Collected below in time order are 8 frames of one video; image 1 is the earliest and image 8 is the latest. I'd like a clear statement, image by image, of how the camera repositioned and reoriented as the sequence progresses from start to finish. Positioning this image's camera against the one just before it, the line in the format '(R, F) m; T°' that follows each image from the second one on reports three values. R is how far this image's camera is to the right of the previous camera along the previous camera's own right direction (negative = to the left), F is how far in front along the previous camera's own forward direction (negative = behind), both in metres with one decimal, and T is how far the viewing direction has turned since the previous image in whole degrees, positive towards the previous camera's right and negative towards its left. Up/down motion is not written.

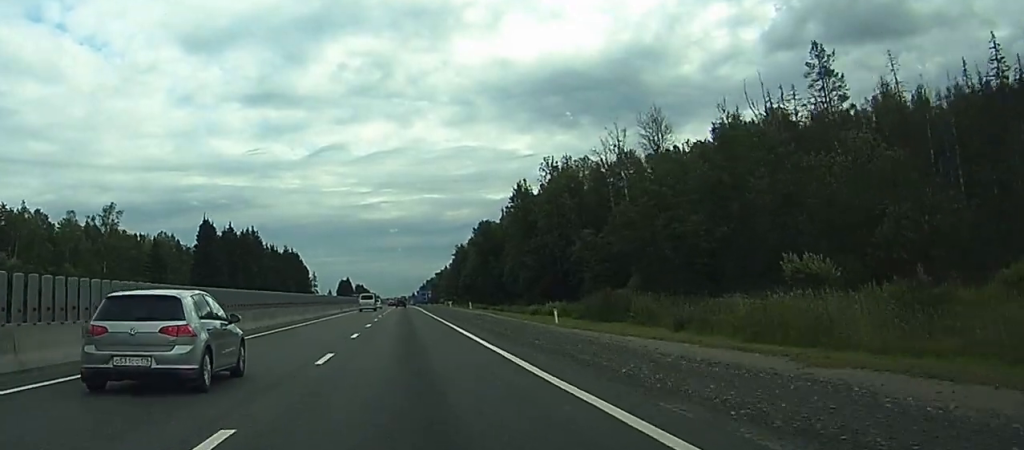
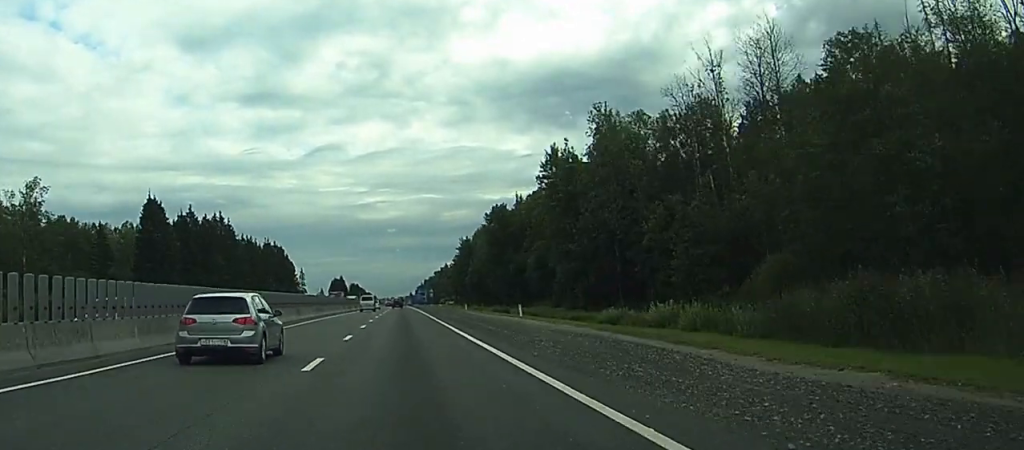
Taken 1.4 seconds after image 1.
(0.0, +37.4) m; 0°
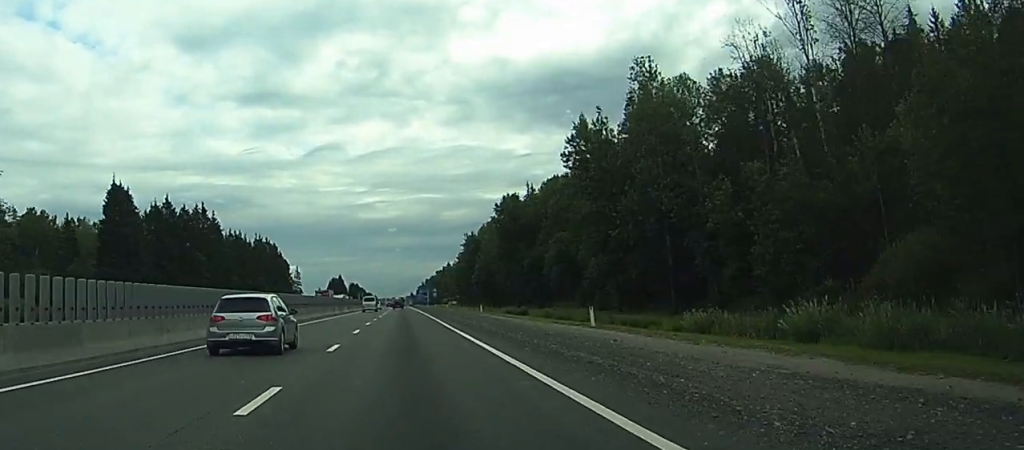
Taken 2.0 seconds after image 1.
(+0.1, +18.1) m; 0°
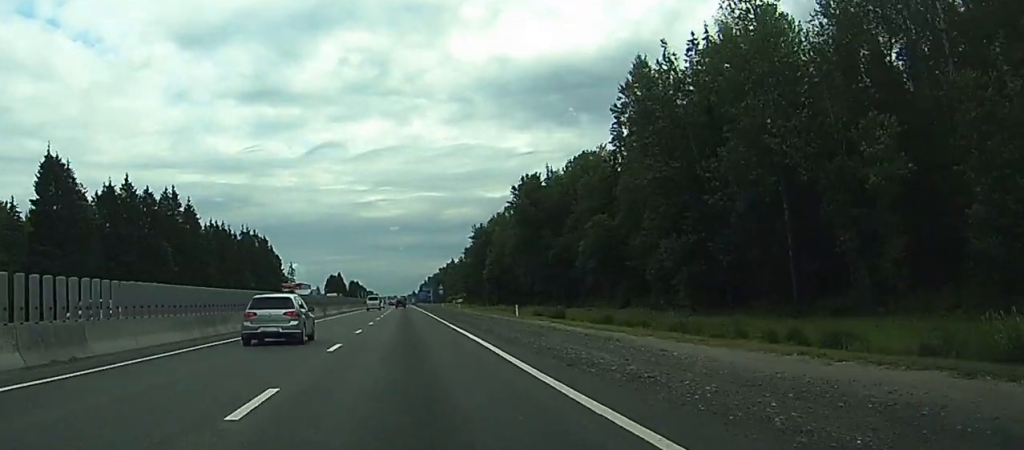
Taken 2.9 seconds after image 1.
(+0.1, +24.3) m; 0°
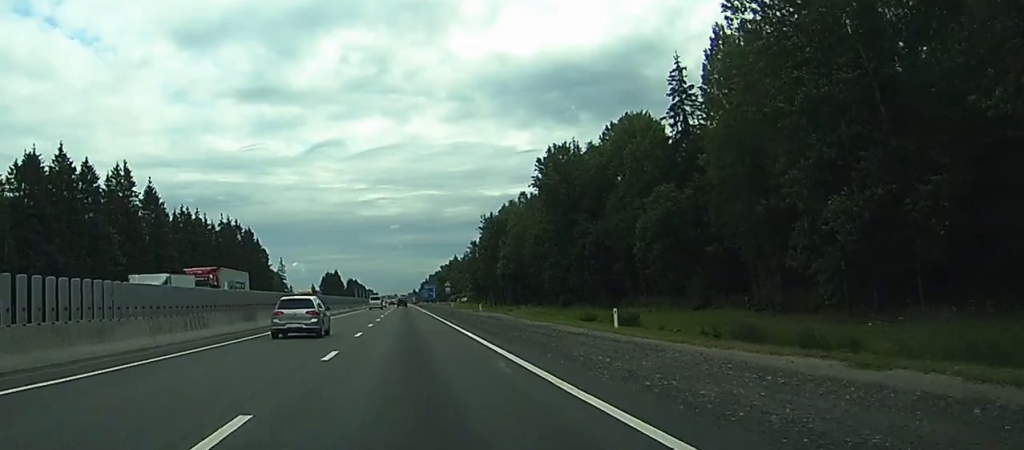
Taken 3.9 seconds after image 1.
(0.0, +26.7) m; 0°
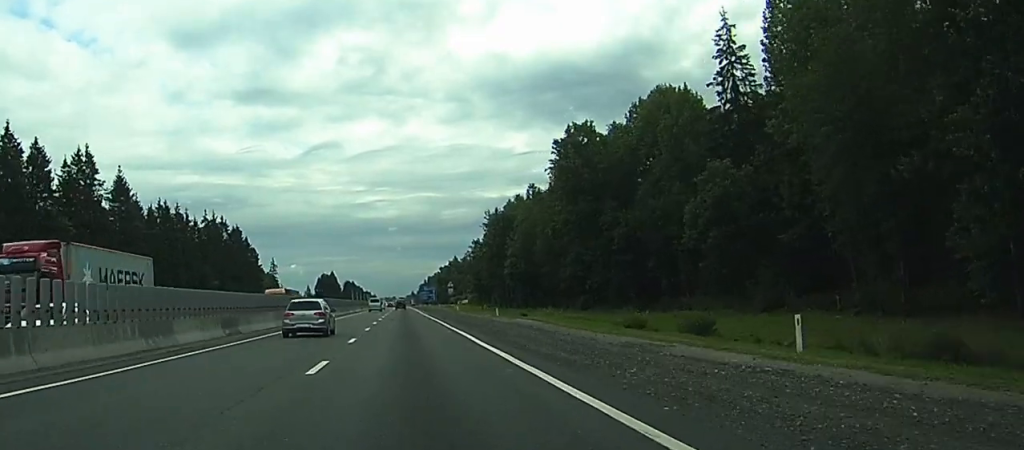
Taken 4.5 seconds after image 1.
(0.0, +15.0) m; 0°
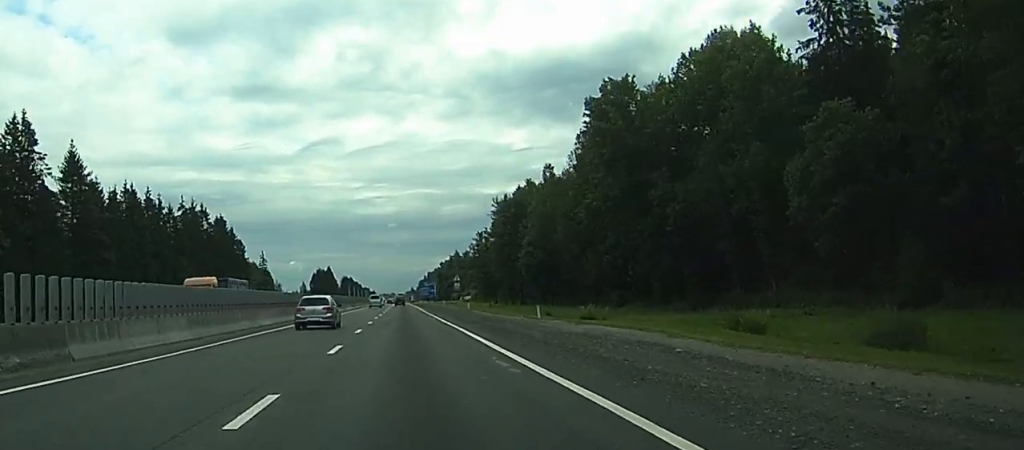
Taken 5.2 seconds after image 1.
(-0.1, +19.3) m; 0°
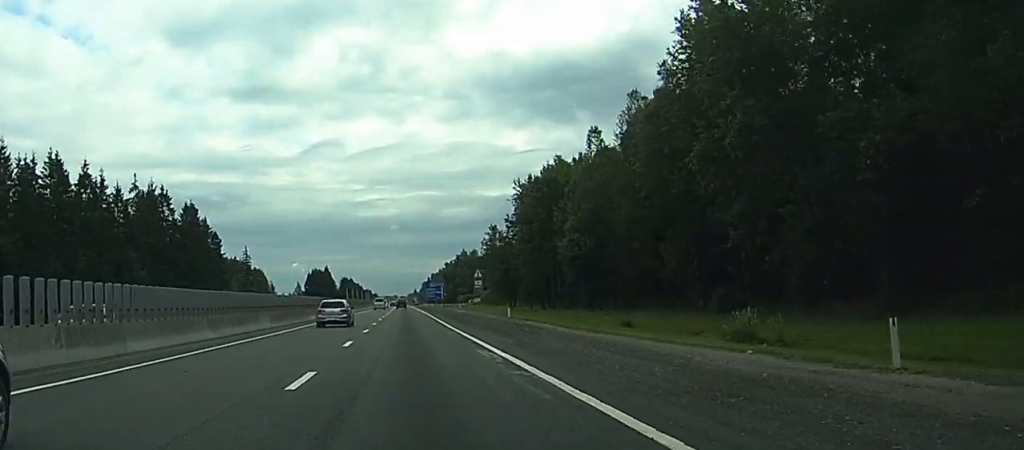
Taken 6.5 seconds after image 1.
(+0.1, +32.2) m; 0°
